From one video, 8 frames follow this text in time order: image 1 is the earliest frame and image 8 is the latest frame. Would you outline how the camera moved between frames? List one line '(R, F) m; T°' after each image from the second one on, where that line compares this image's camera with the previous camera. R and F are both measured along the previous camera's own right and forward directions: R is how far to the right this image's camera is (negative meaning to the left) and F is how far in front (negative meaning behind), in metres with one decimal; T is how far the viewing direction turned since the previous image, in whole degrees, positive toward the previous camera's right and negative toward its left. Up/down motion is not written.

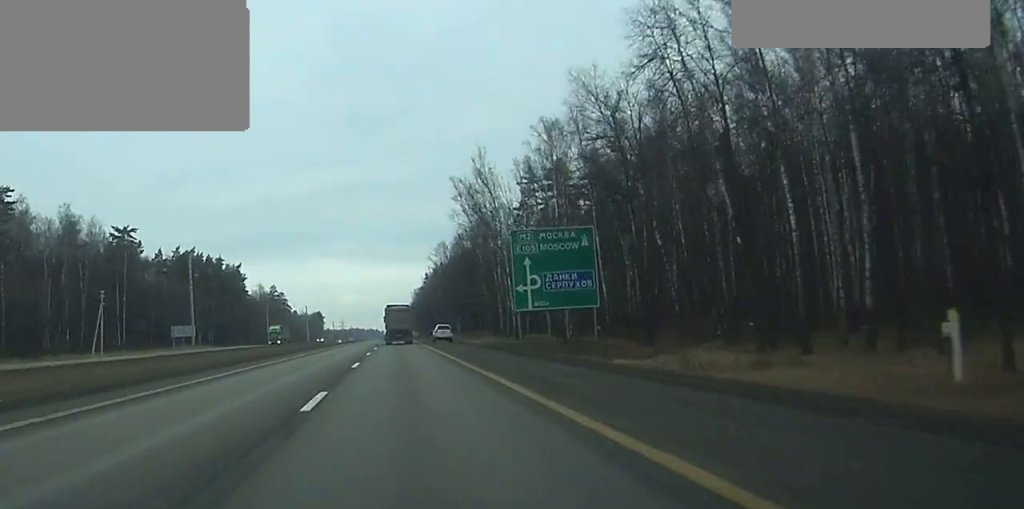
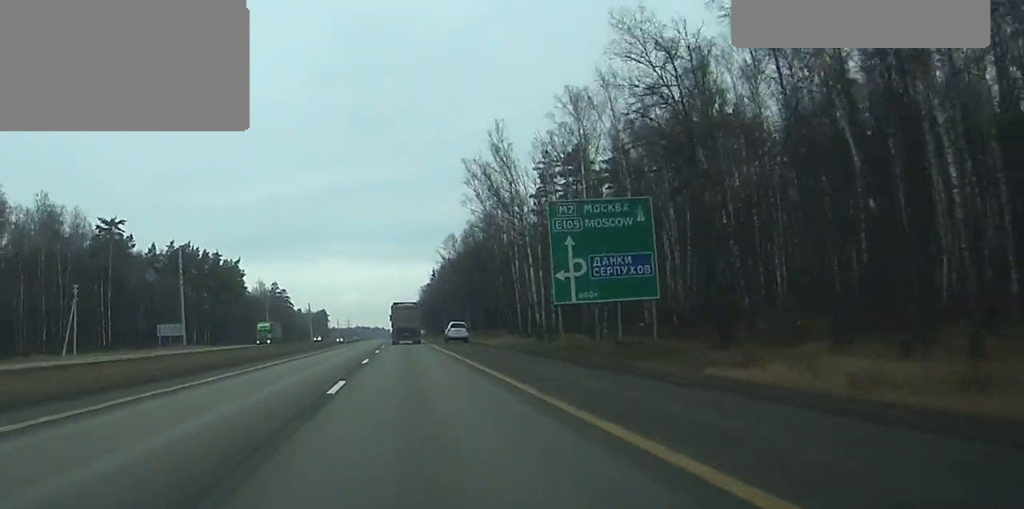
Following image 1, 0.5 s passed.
(0.0, +12.5) m; 0°
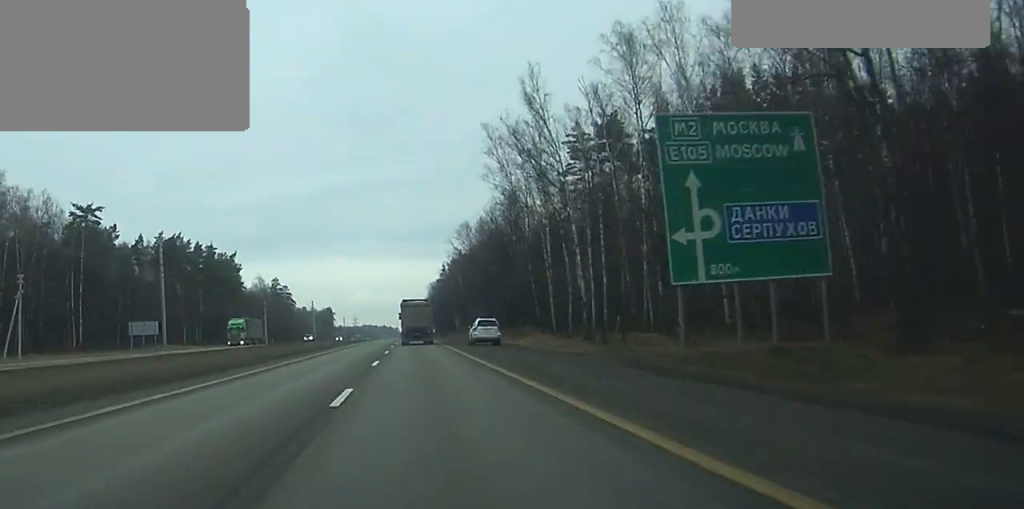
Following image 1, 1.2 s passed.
(0.0, +18.7) m; 0°
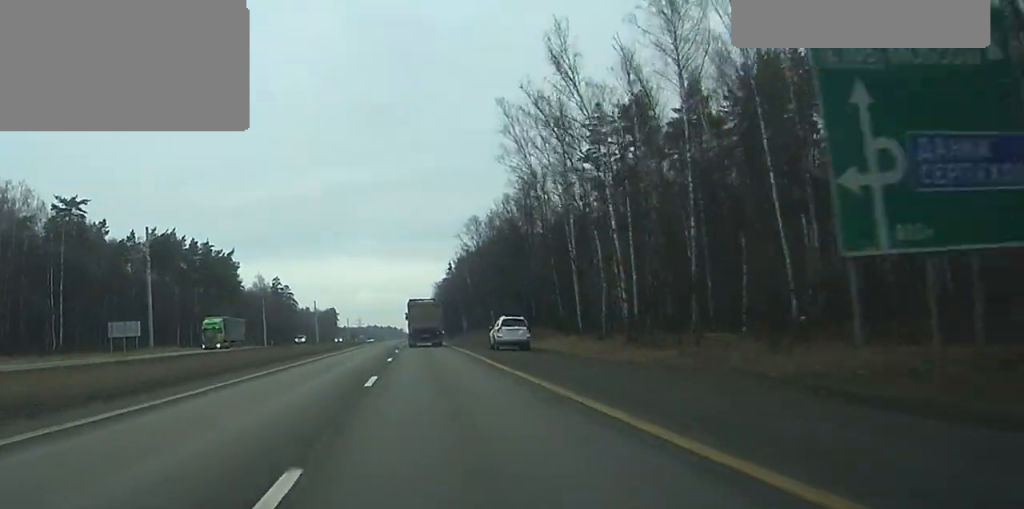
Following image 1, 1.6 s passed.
(-0.1, +10.6) m; 0°
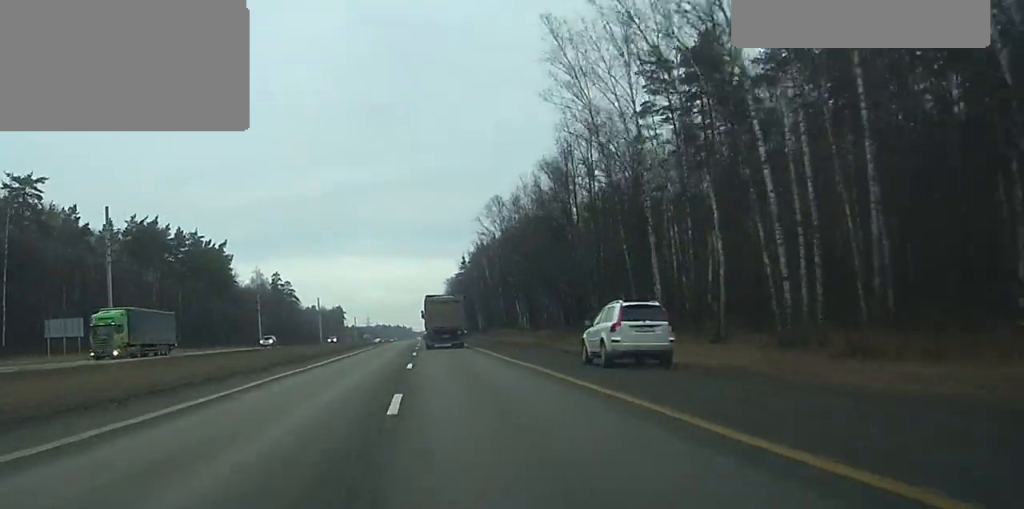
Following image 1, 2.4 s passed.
(-0.1, +23.0) m; 0°
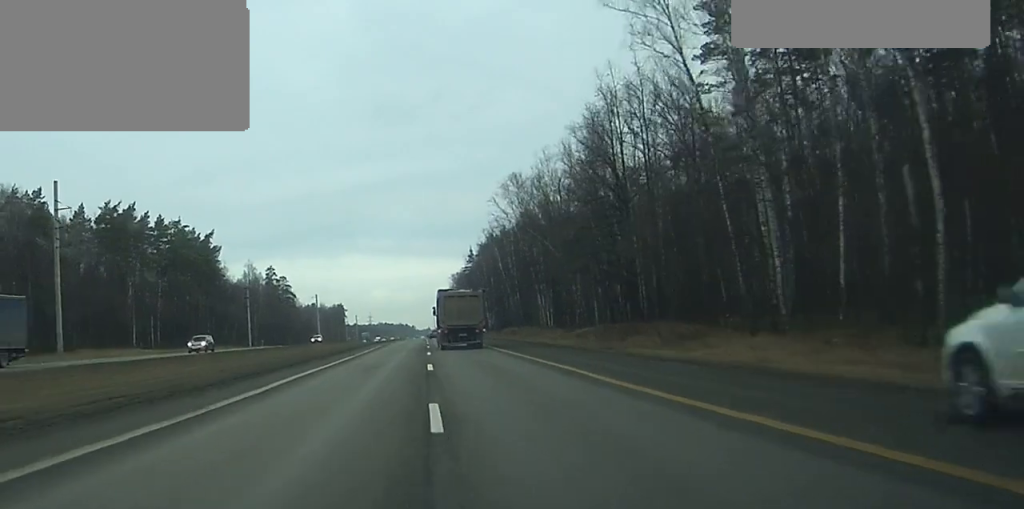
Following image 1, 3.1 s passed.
(-0.1, +18.5) m; 0°
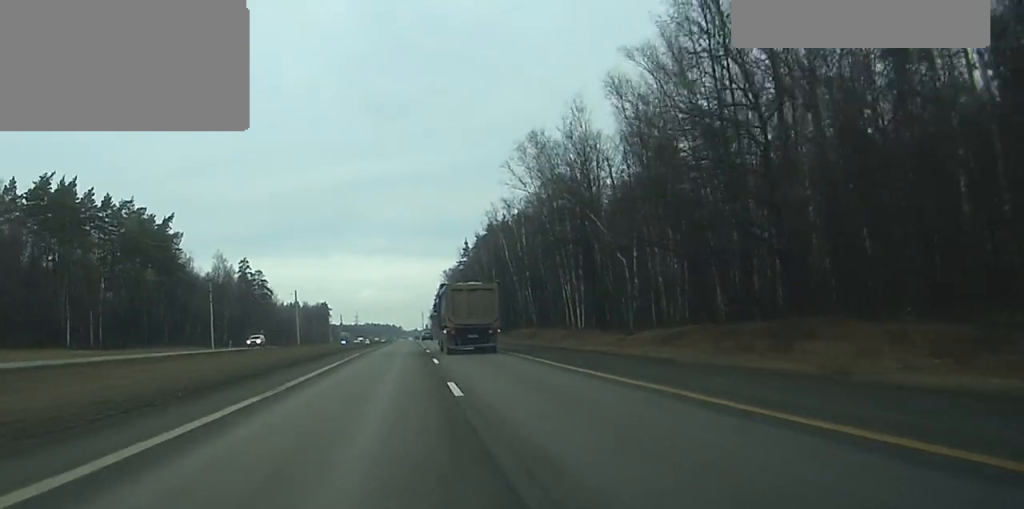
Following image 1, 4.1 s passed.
(0.0, +26.2) m; 0°
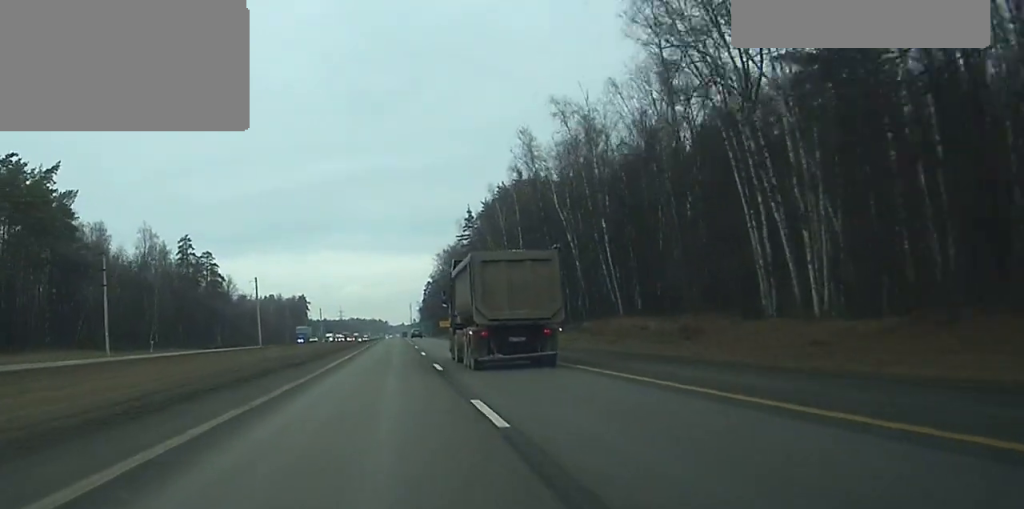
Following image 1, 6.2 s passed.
(0.0, +53.8) m; +1°
